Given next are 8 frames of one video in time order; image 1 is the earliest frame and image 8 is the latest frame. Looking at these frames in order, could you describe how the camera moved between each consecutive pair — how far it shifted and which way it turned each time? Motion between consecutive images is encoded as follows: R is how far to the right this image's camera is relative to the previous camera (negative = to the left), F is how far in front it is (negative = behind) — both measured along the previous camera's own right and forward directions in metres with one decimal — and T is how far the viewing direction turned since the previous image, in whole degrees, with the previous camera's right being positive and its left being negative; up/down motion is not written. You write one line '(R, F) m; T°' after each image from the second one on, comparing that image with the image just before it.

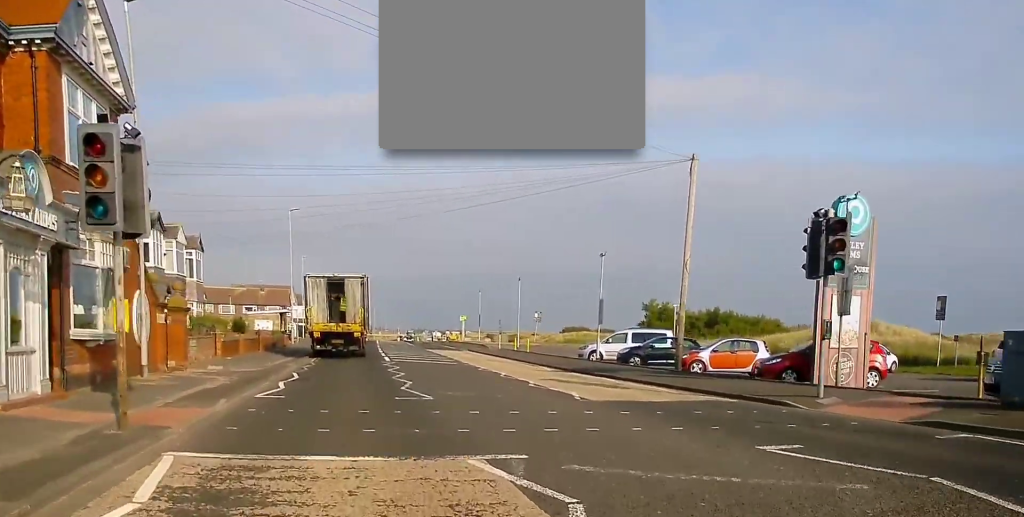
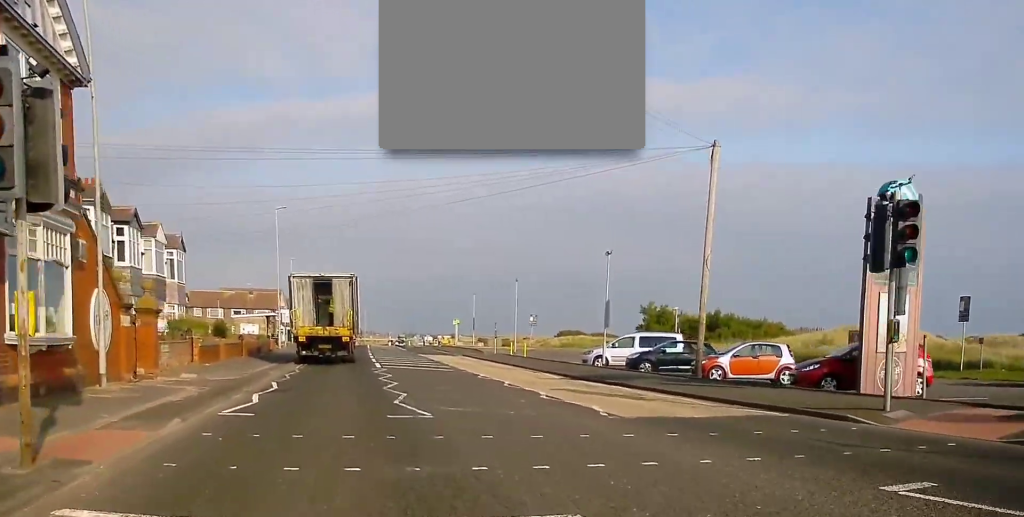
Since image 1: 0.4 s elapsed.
(0.0, +2.5) m; 0°
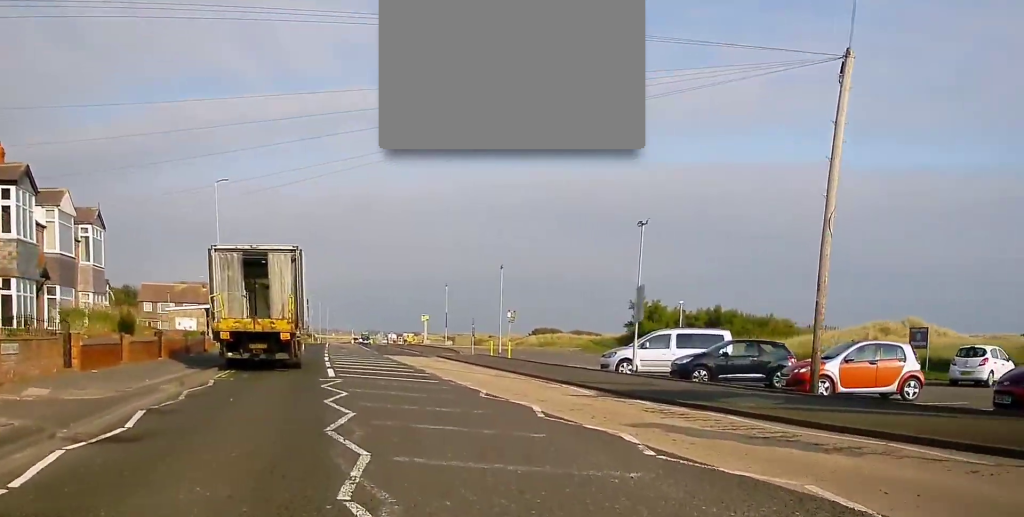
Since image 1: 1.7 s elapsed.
(0.0, +8.4) m; 0°
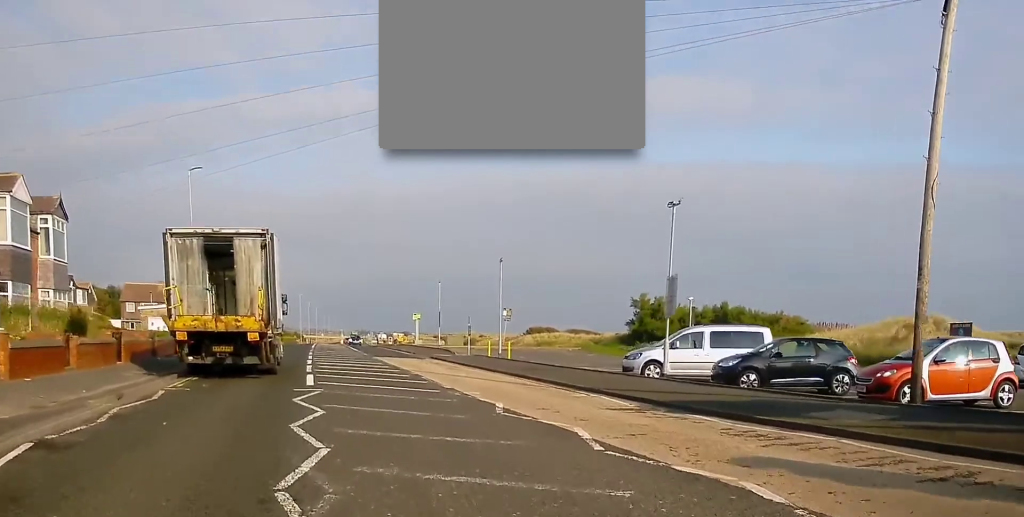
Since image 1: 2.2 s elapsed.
(0.0, +3.5) m; 0°
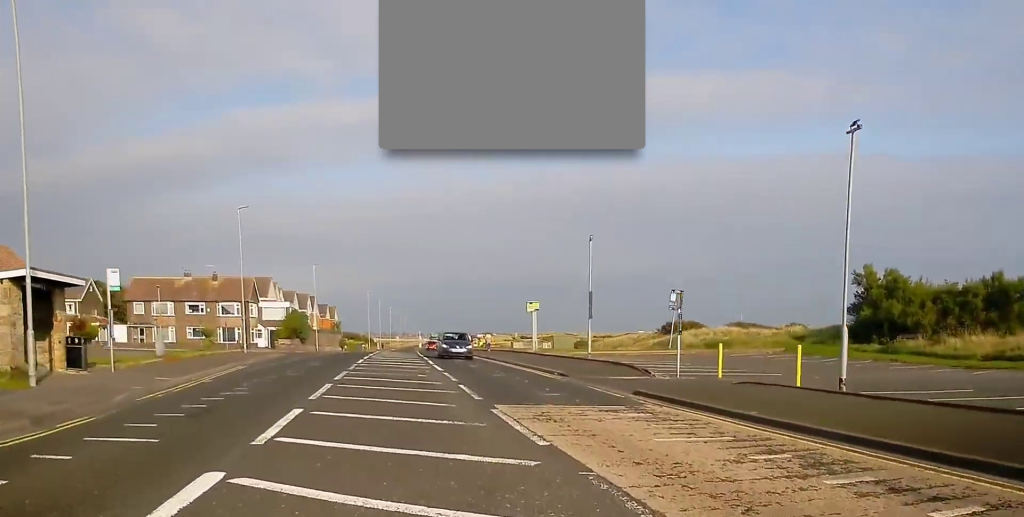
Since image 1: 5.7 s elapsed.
(+0.6, +27.1) m; -2°
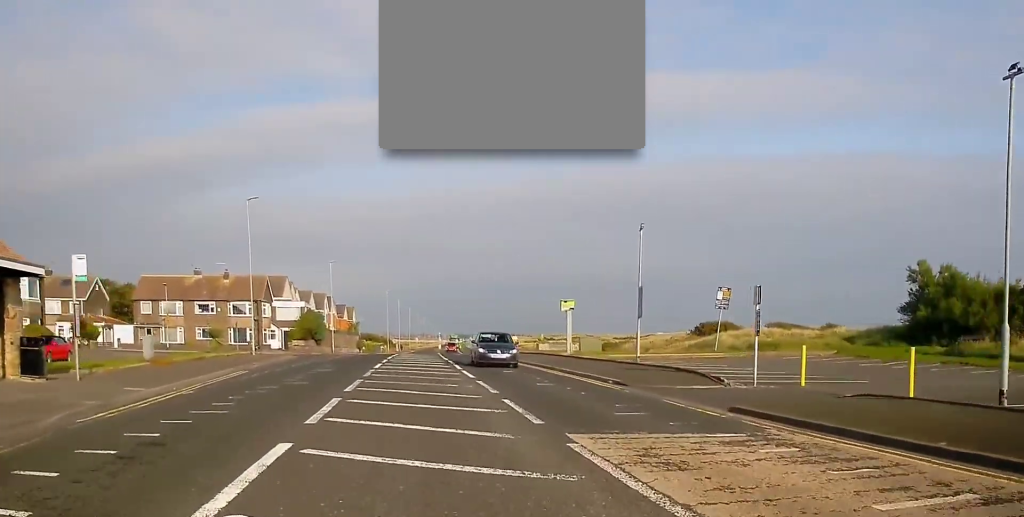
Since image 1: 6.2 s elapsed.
(-0.1, +4.0) m; -2°
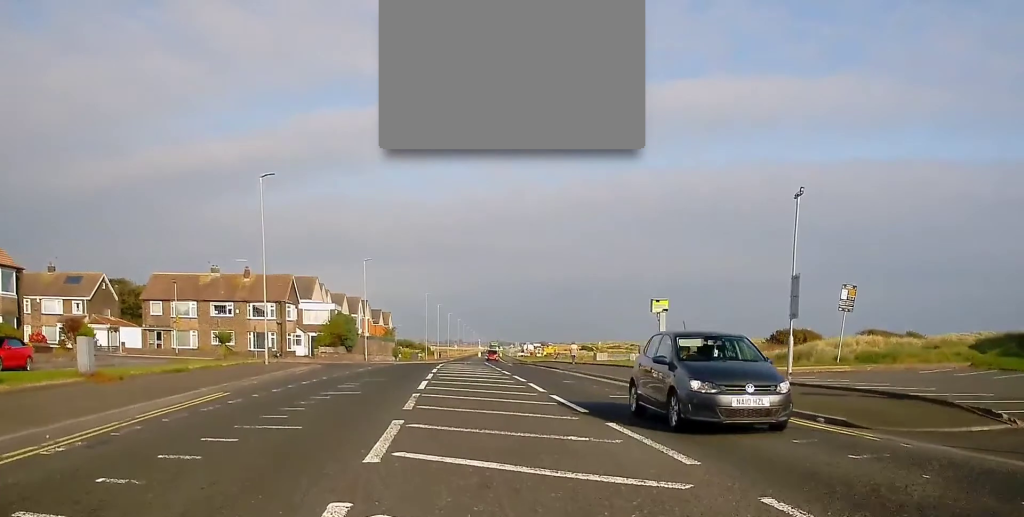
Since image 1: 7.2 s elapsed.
(-0.5, +8.9) m; -3°
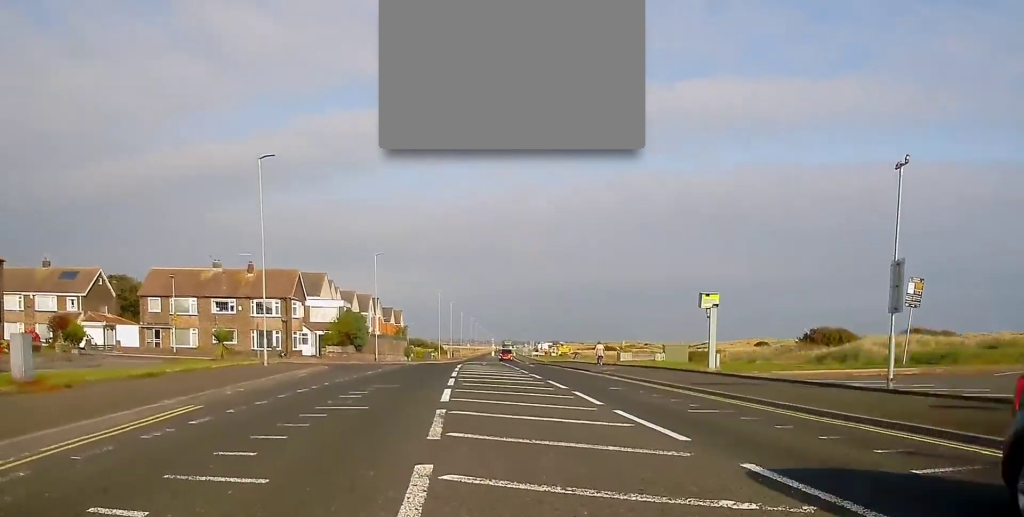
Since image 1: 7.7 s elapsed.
(0.0, +4.0) m; 0°
